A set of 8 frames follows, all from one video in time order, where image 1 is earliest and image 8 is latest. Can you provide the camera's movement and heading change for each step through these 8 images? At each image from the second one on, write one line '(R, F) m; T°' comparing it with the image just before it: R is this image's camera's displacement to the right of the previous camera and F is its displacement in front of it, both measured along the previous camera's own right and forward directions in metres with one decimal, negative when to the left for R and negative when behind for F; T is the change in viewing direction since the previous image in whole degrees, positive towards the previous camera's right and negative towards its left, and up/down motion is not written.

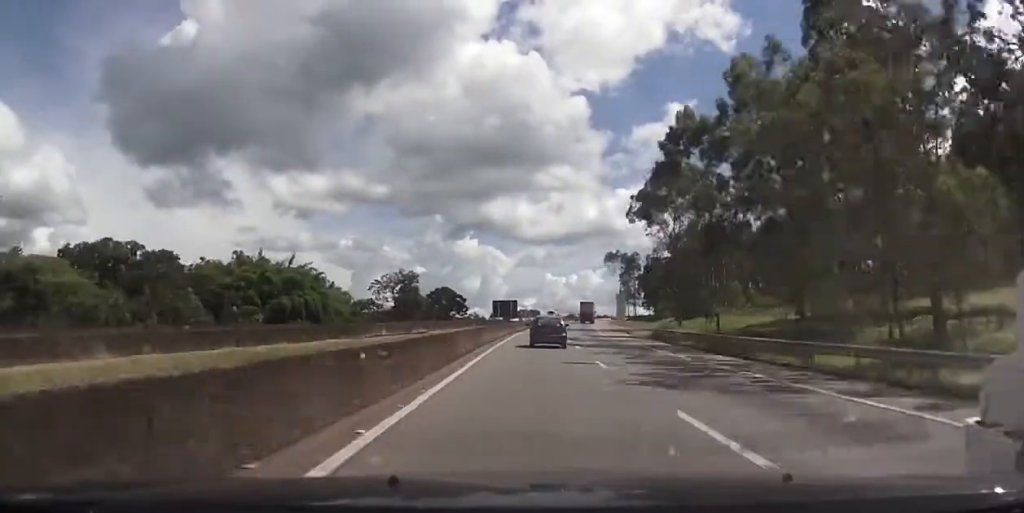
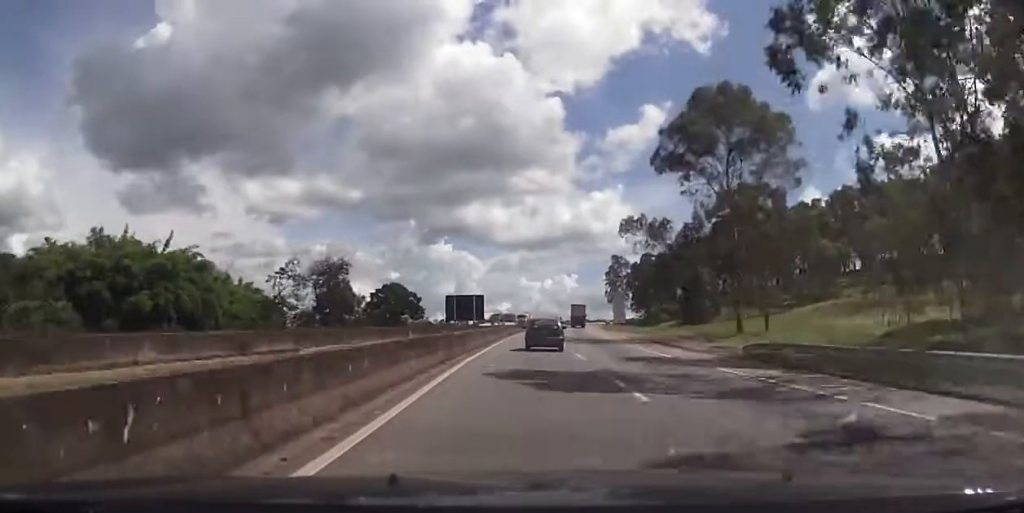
(-0.4, +30.5) m; +1°
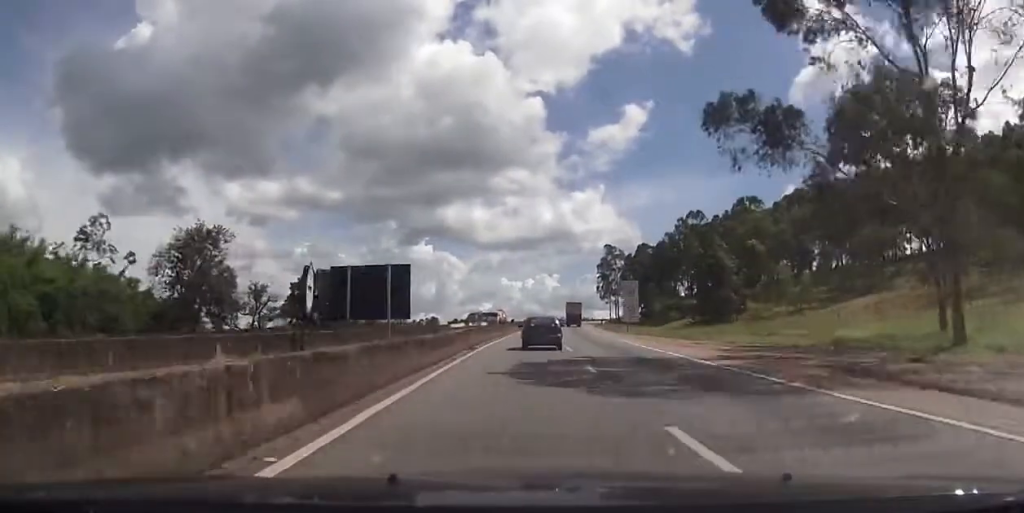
(+0.8, +29.7) m; +2°
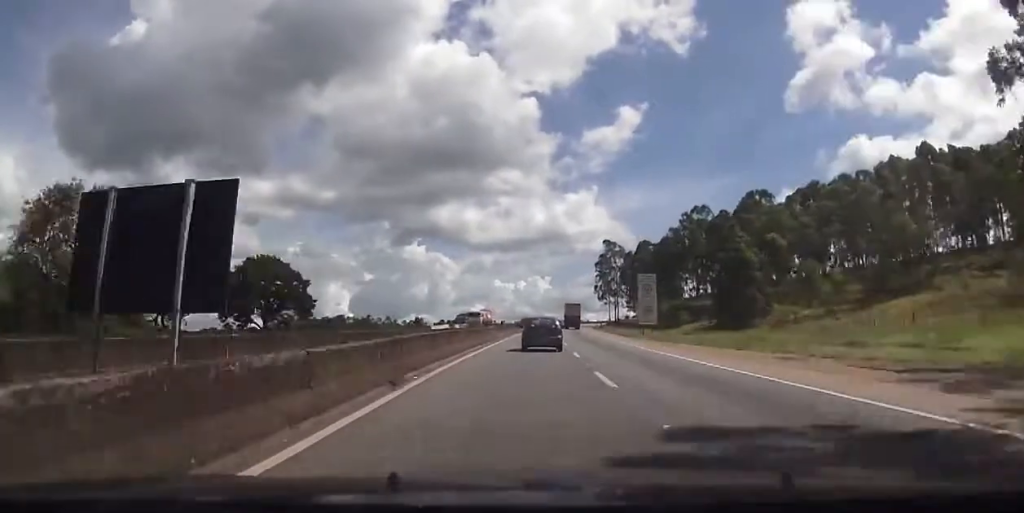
(+0.2, +15.7) m; +1°
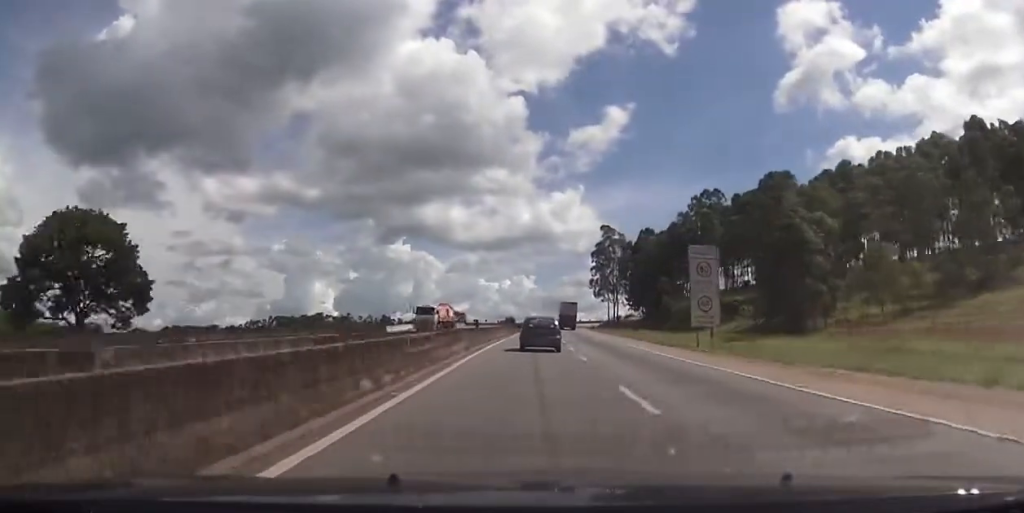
(+0.3, +26.7) m; +1°
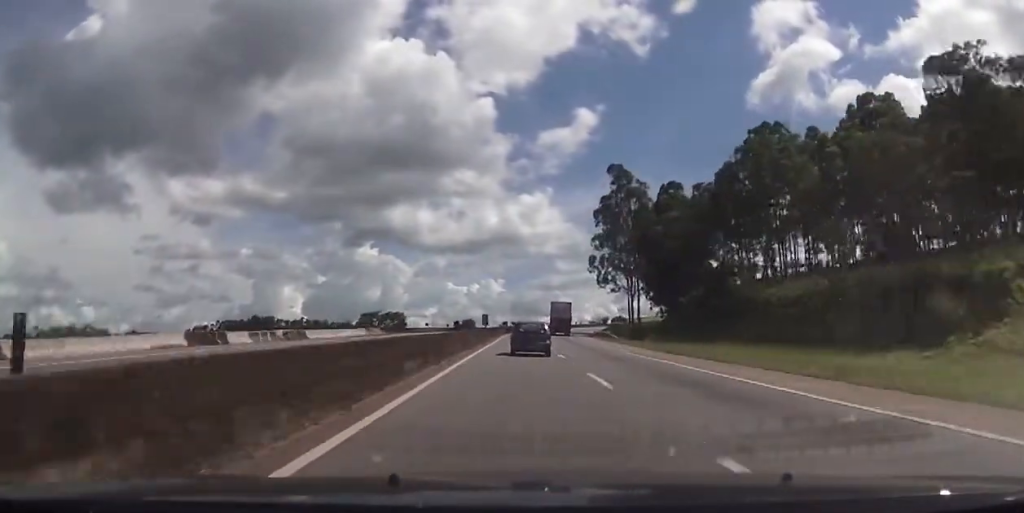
(+2.0, +64.6) m; +3°
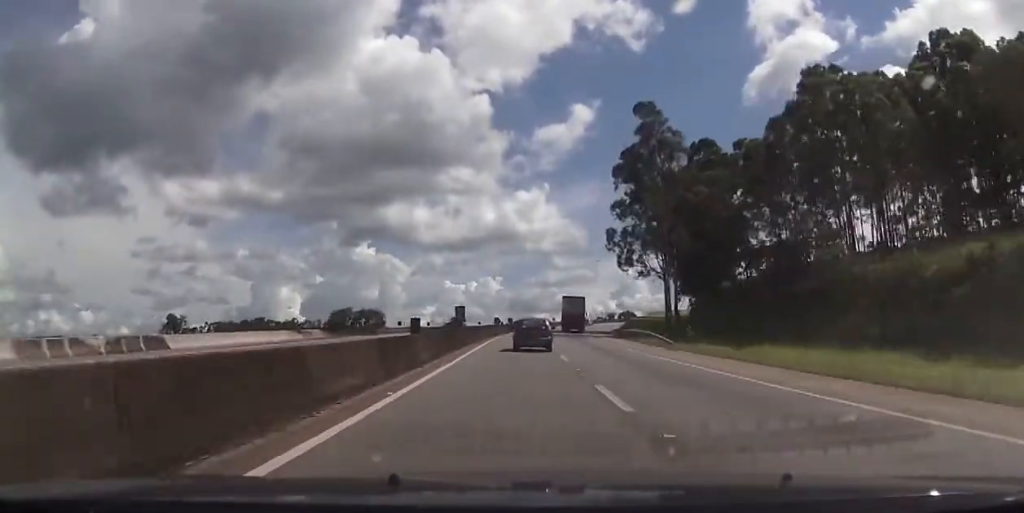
(0.0, +25.1) m; 0°
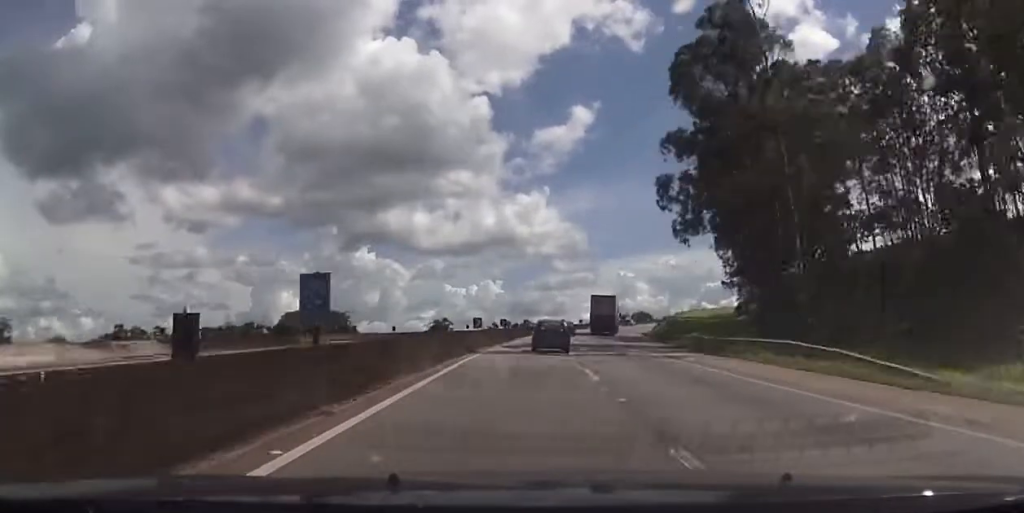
(0.0, +30.0) m; +1°
